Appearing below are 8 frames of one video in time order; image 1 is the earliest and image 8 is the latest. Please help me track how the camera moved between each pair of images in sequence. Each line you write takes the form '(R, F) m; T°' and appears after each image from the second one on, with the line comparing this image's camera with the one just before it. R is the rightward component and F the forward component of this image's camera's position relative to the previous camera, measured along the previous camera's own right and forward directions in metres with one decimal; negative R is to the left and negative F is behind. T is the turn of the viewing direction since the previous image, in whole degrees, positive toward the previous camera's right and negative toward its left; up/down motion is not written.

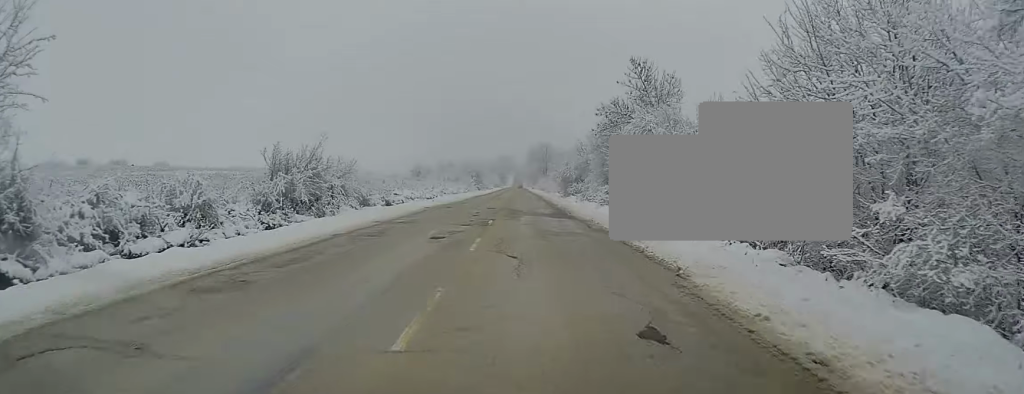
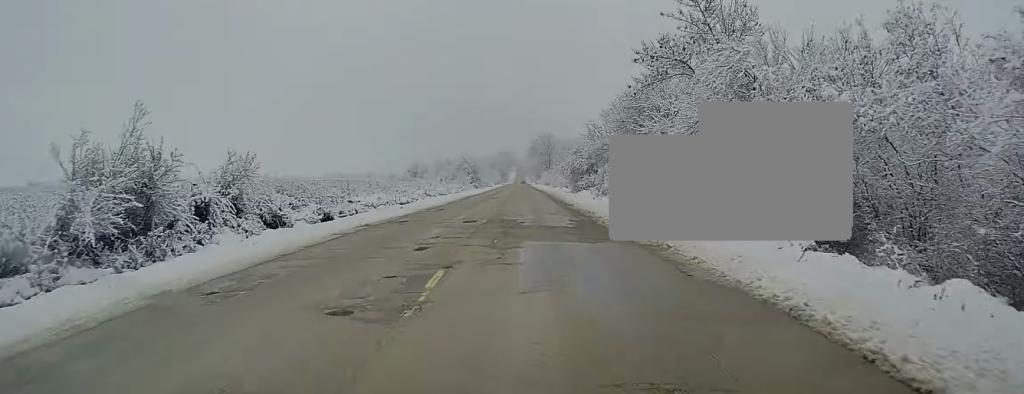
(-0.2, +14.3) m; 0°
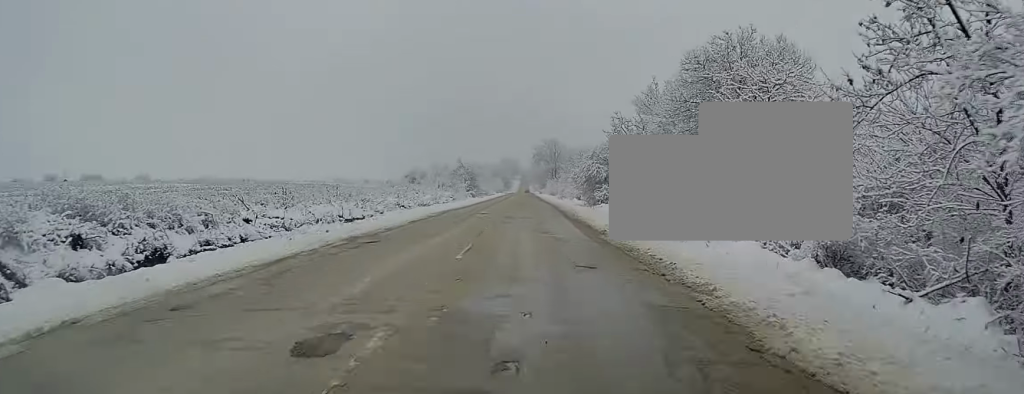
(-0.1, +14.9) m; 0°
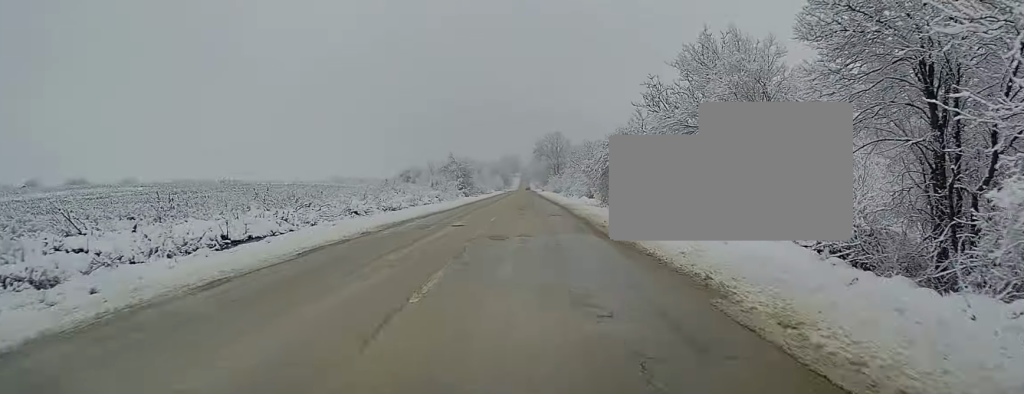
(+0.1, +13.5) m; 0°
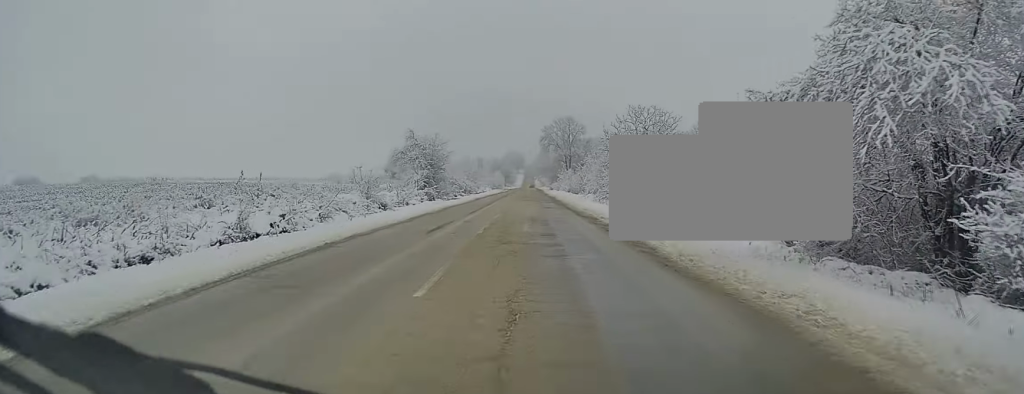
(-0.2, +38.4) m; -1°
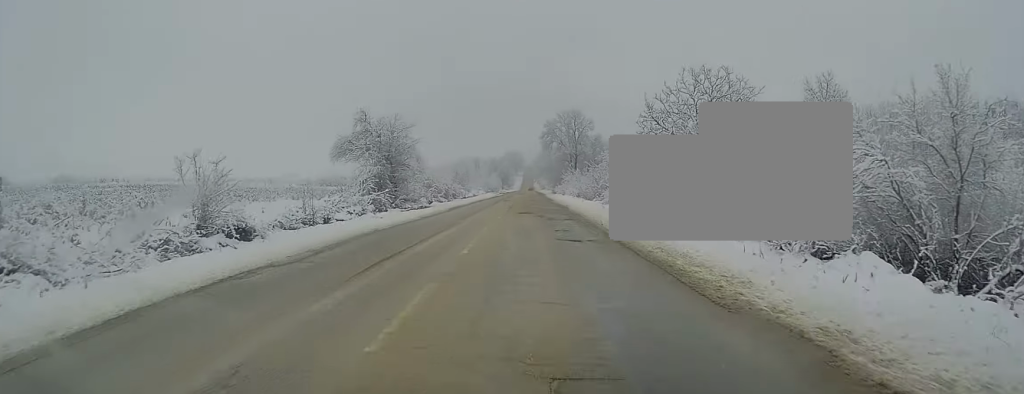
(-0.2, +19.6) m; 0°
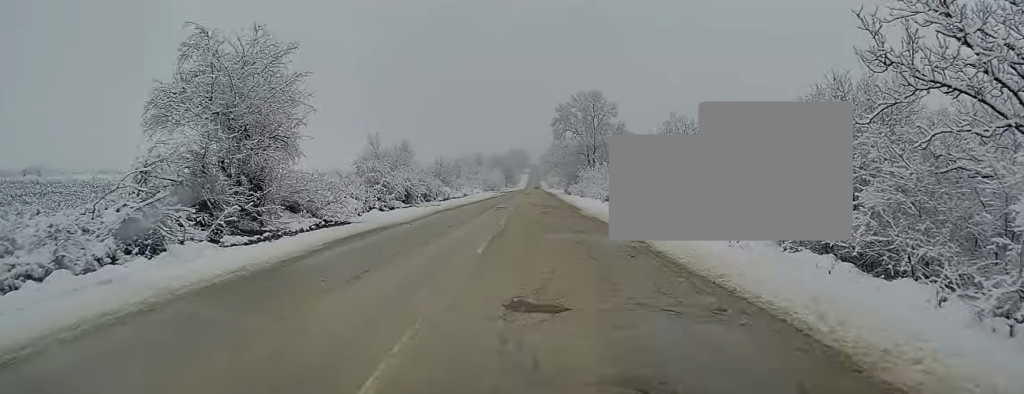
(+0.2, +25.1) m; +1°
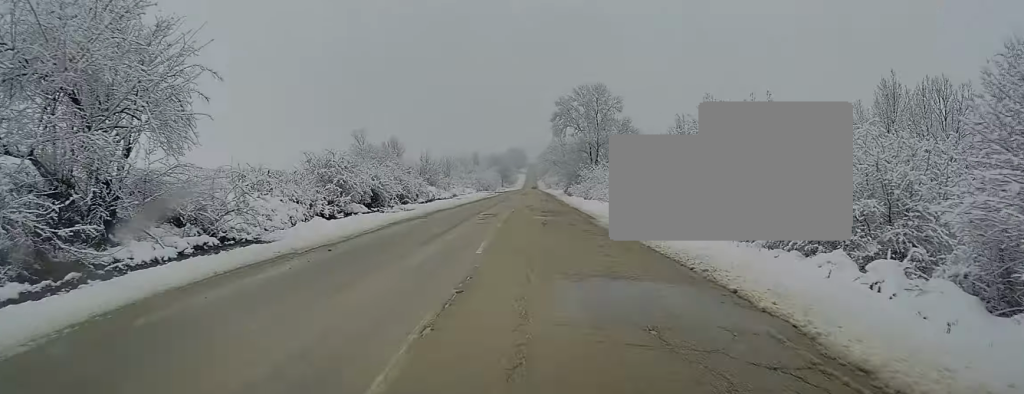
(0.0, +8.8) m; 0°
